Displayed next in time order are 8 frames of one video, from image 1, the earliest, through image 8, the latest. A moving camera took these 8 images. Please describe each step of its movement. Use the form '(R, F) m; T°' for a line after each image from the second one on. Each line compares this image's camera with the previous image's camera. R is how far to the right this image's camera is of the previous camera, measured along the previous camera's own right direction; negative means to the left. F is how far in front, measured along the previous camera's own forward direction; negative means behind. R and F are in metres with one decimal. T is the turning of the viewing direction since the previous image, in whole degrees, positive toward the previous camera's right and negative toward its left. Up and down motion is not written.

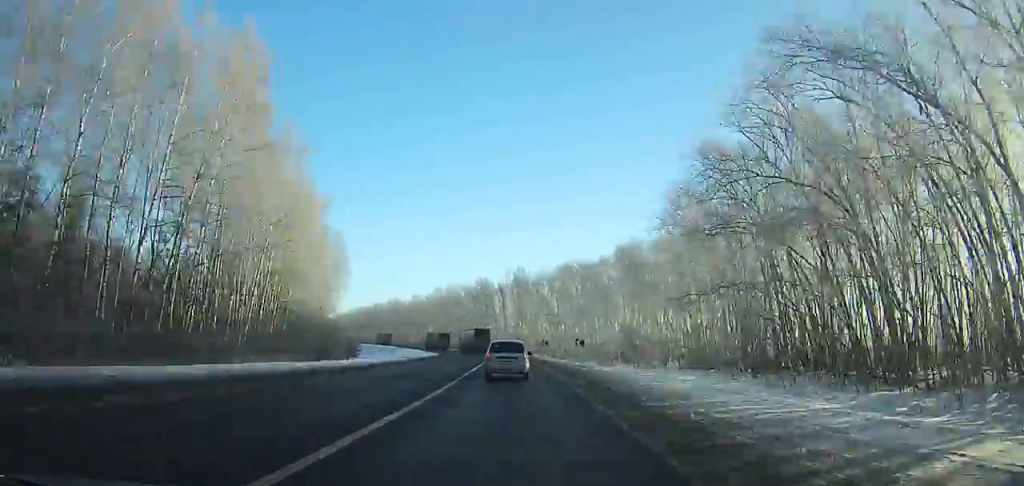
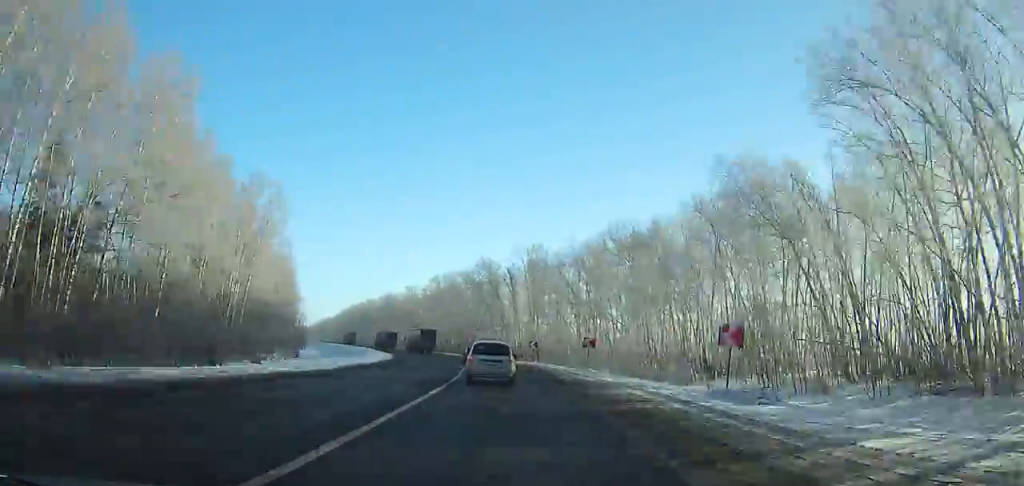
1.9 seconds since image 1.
(-1.4, +39.4) m; -5°
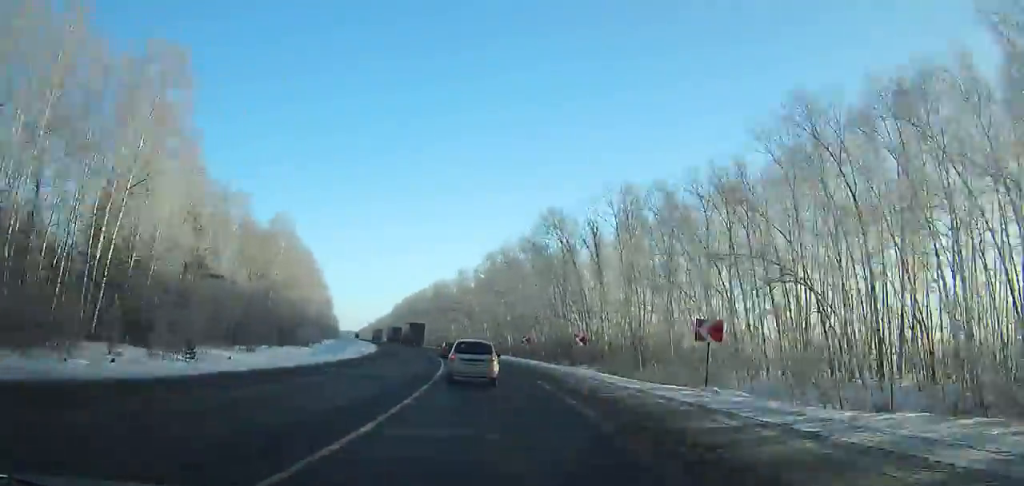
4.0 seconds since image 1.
(-2.1, +42.1) m; -7°
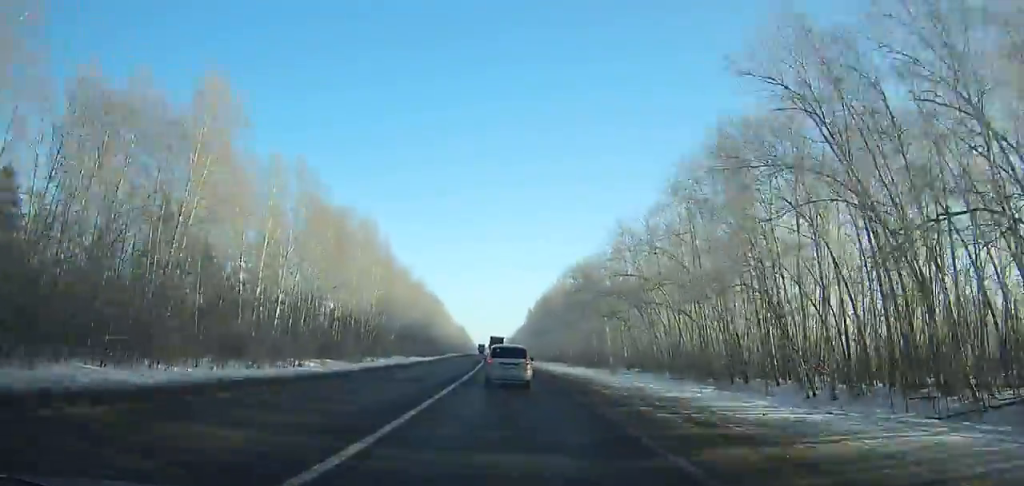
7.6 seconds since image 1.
(-8.0, +69.4) m; -10°
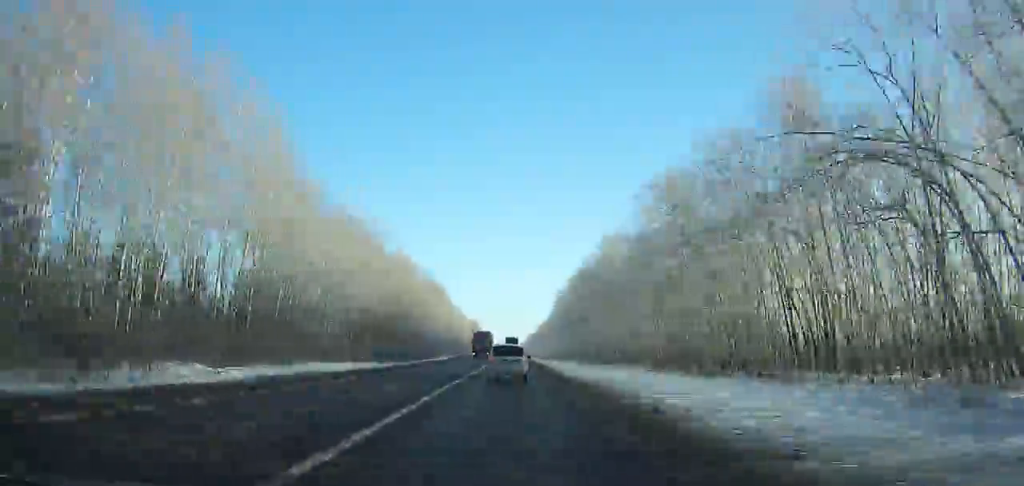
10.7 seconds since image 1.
(-2.3, +59.6) m; -2°
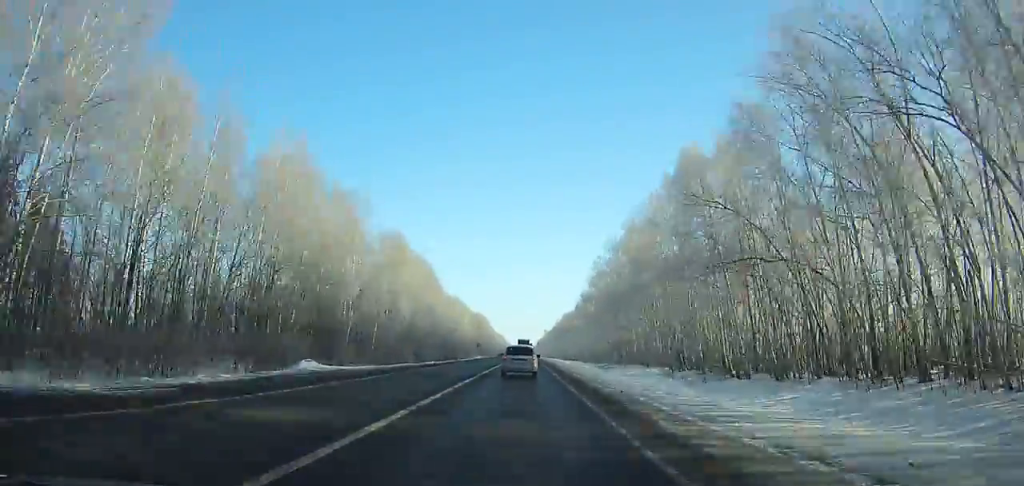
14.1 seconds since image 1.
(-0.3, +66.6) m; 0°
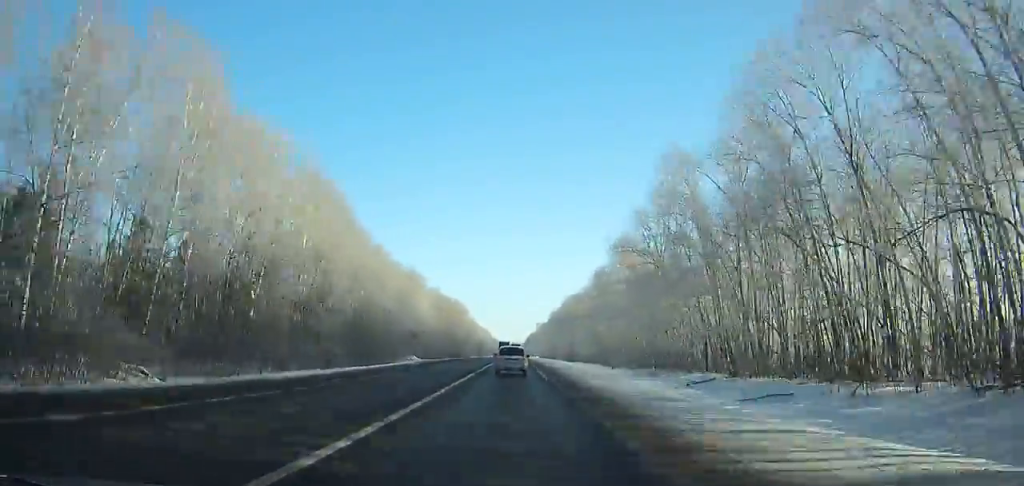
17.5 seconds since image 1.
(+0.4, +69.1) m; 0°
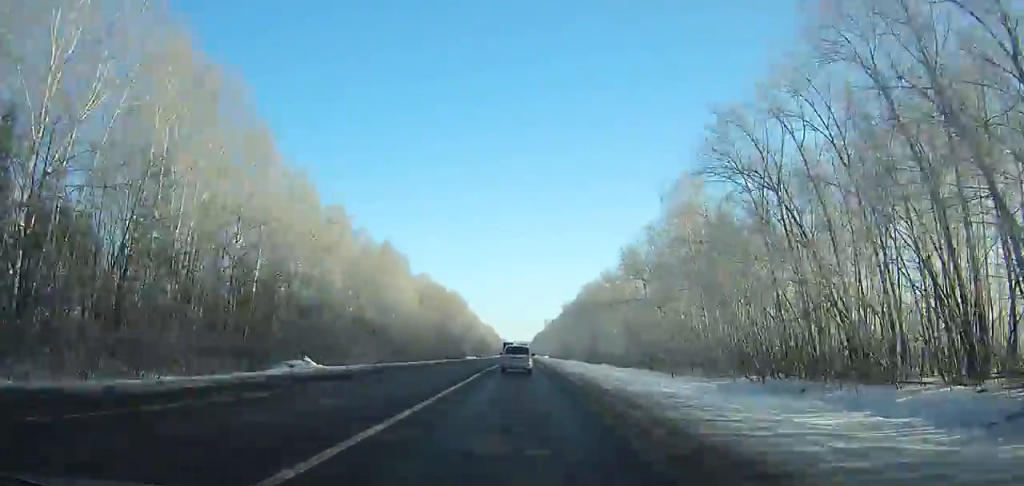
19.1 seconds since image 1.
(0.0, +33.7) m; 0°
